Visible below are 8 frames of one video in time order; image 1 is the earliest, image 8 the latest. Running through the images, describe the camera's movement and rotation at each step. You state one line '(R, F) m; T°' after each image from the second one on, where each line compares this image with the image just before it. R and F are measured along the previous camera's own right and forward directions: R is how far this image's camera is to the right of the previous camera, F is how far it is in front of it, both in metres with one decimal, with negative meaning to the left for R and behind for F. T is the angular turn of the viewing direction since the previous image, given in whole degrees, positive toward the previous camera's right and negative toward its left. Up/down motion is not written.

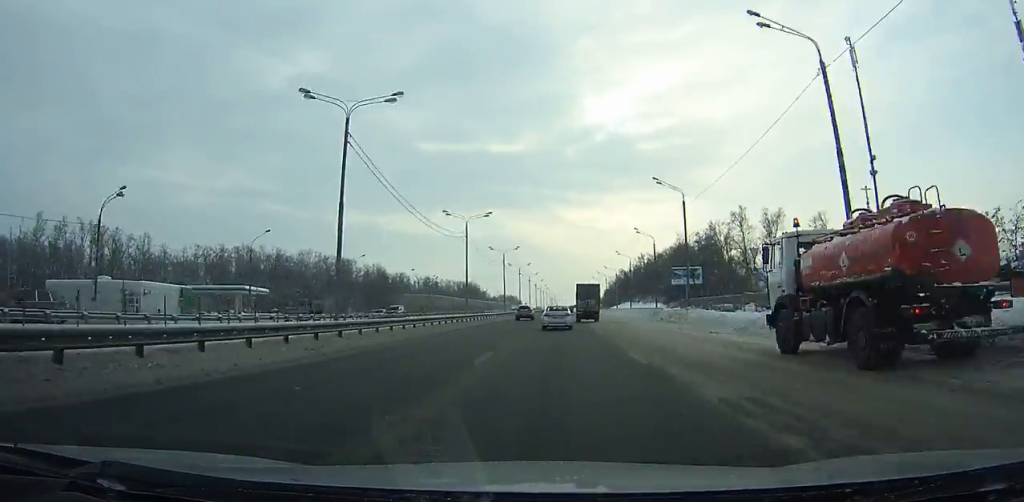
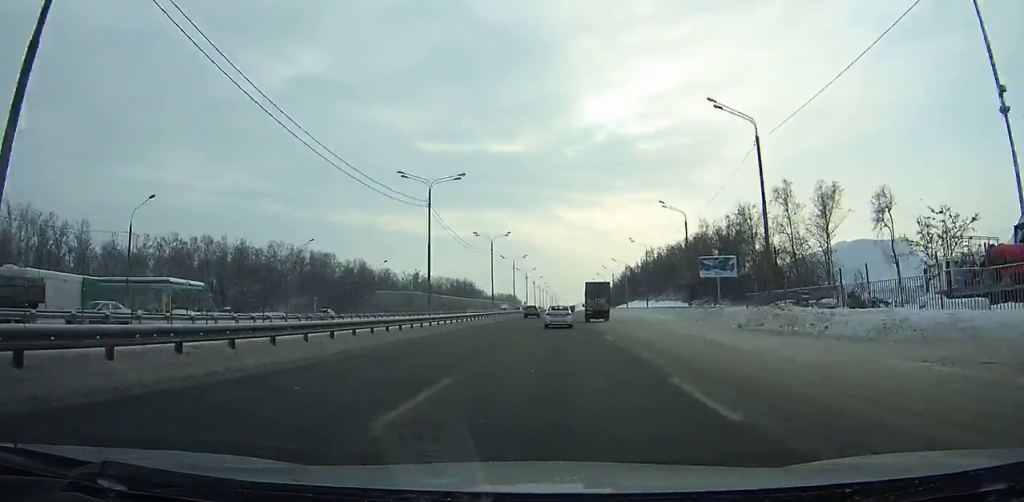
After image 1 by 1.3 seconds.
(-0.1, +23.8) m; 0°
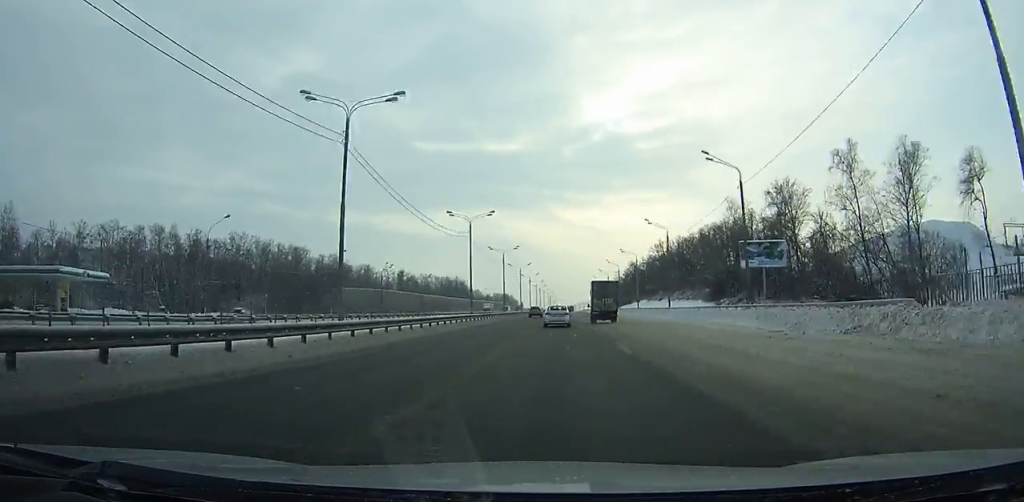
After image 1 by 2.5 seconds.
(+0.1, +22.8) m; 0°
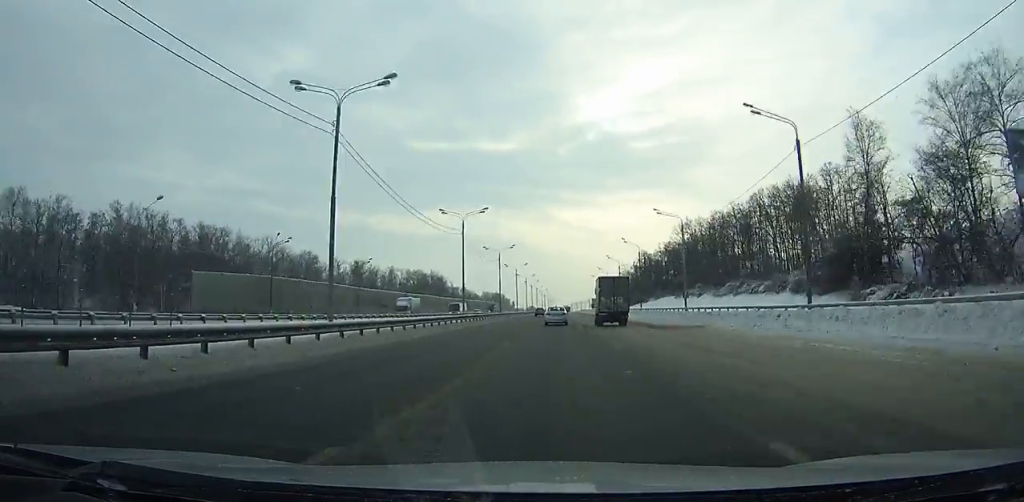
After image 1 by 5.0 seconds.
(+0.2, +48.1) m; 0°
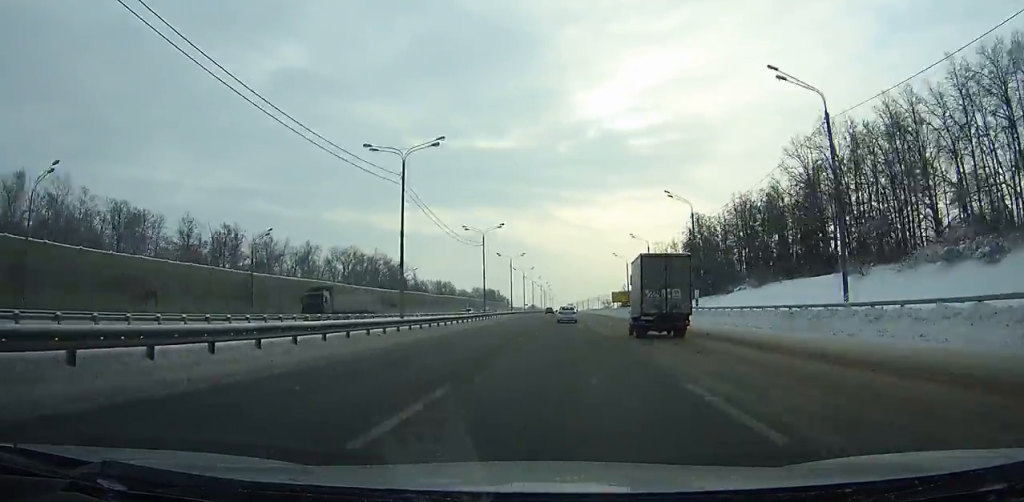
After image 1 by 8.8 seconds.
(-0.1, +77.1) m; 0°
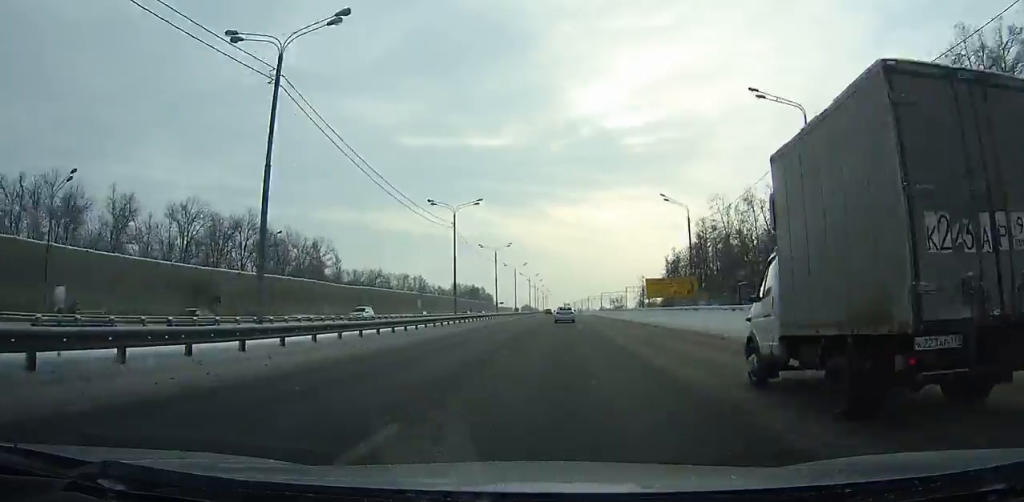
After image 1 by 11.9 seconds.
(-0.1, +65.6) m; 0°
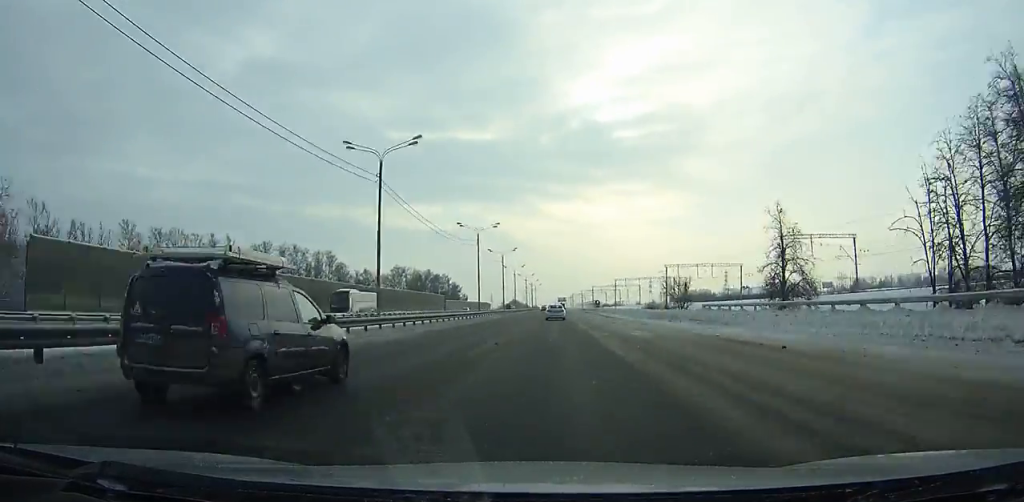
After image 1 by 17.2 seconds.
(+0.7, +115.0) m; 0°
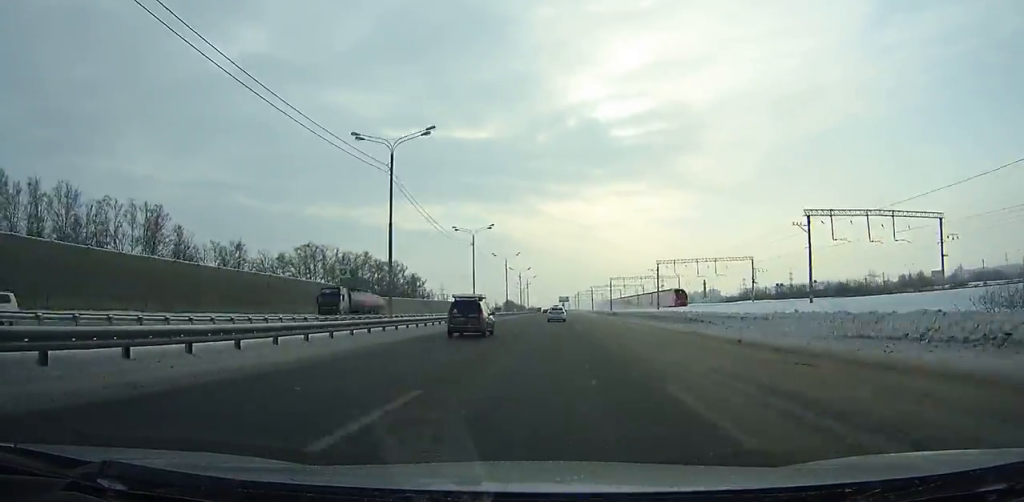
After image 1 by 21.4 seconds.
(-0.6, +92.2) m; 0°
